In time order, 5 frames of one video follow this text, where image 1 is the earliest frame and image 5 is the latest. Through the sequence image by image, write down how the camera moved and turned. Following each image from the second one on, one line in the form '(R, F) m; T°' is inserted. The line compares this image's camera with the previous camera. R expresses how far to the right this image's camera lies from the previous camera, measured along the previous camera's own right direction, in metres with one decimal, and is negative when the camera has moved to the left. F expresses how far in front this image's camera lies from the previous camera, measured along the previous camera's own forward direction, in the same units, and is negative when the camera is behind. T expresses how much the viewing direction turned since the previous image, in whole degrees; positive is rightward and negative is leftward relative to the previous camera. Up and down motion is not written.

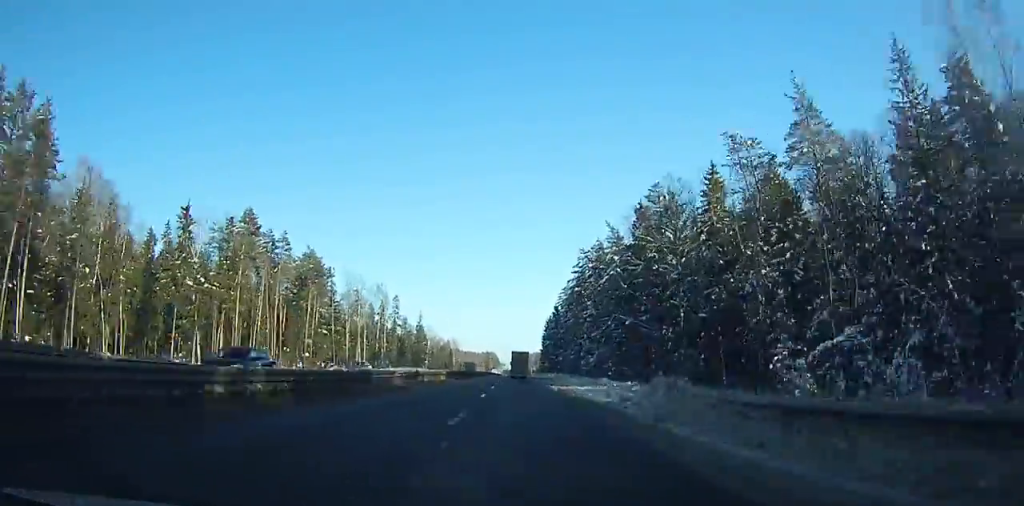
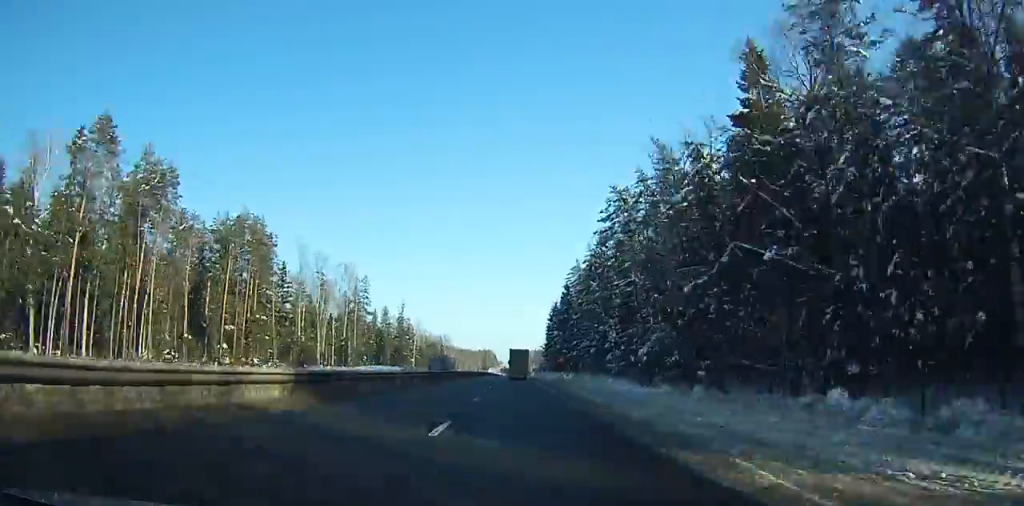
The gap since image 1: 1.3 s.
(-0.1, +36.7) m; 0°
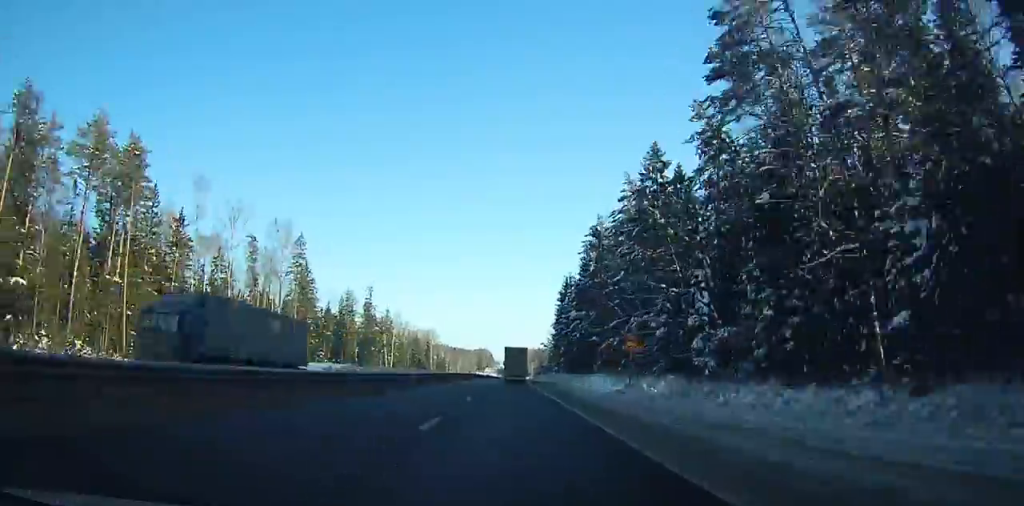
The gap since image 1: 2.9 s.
(-0.1, +44.7) m; 0°
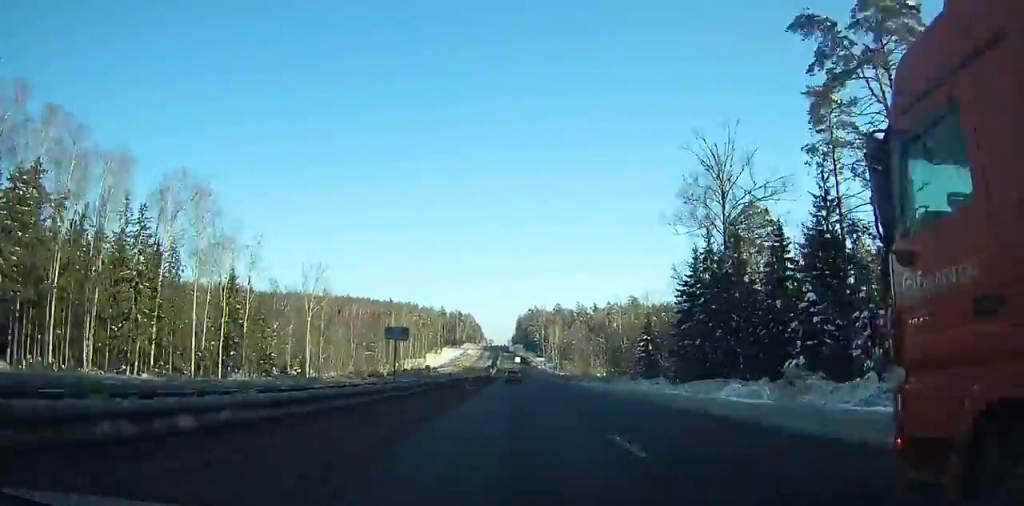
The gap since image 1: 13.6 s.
(+4.2, +283.3) m; +2°
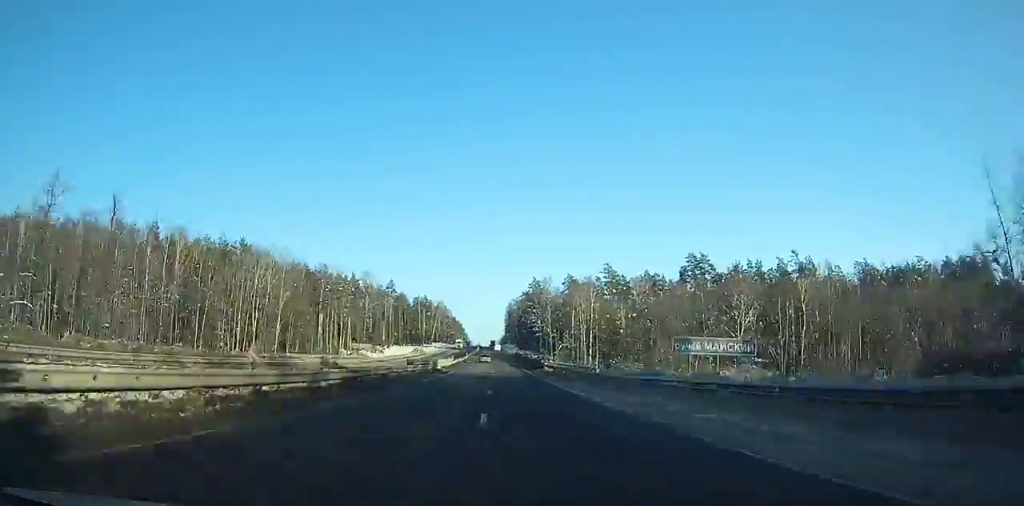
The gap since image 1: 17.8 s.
(+0.2, +116.0) m; 0°
